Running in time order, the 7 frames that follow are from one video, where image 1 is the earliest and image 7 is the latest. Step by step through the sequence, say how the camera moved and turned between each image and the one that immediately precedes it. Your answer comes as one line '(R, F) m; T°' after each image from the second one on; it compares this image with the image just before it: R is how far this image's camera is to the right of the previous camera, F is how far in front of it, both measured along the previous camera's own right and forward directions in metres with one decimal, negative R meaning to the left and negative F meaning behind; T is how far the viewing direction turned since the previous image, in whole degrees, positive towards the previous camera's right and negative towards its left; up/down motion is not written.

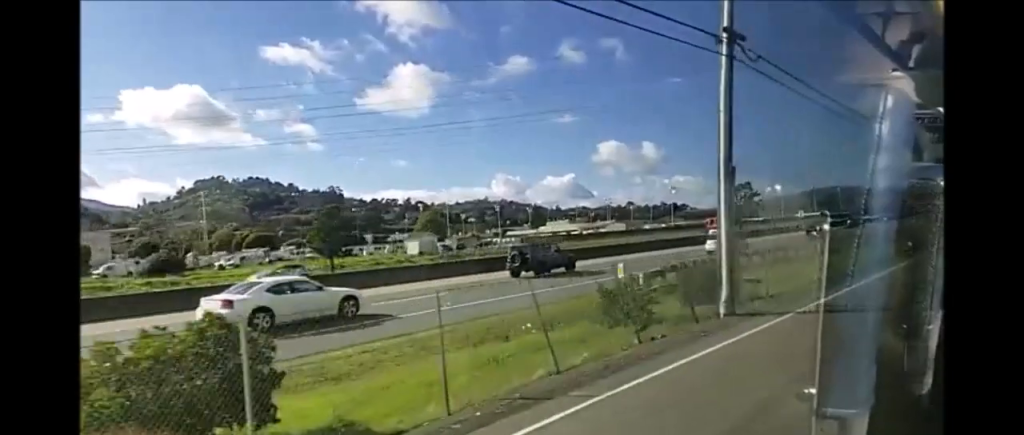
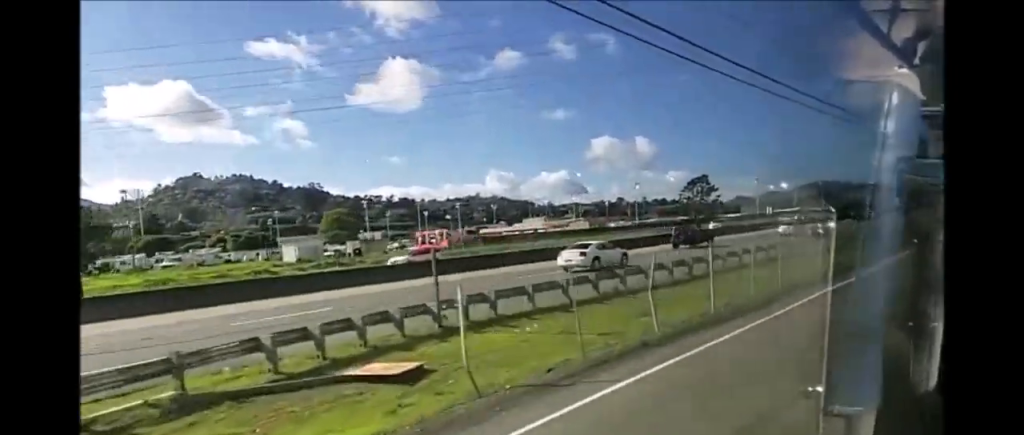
(+1.0, +20.0) m; +4°
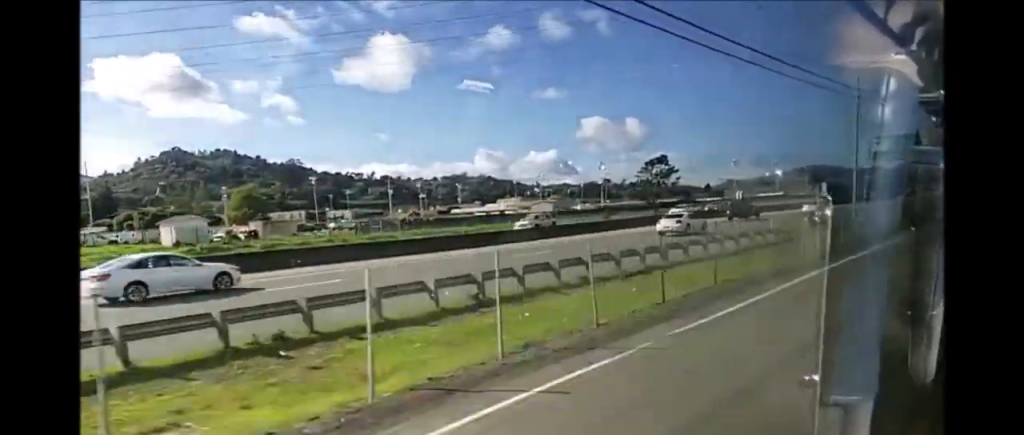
(+0.1, +13.9) m; -1°
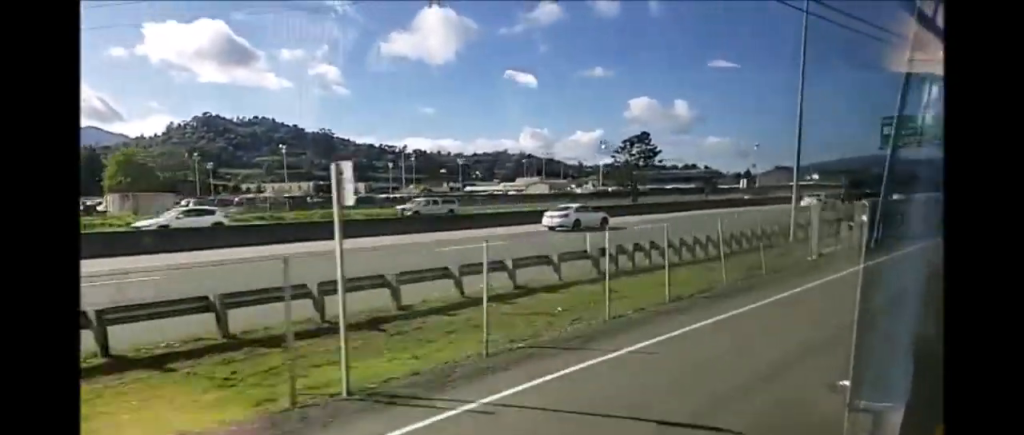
(-0.6, +22.1) m; 0°
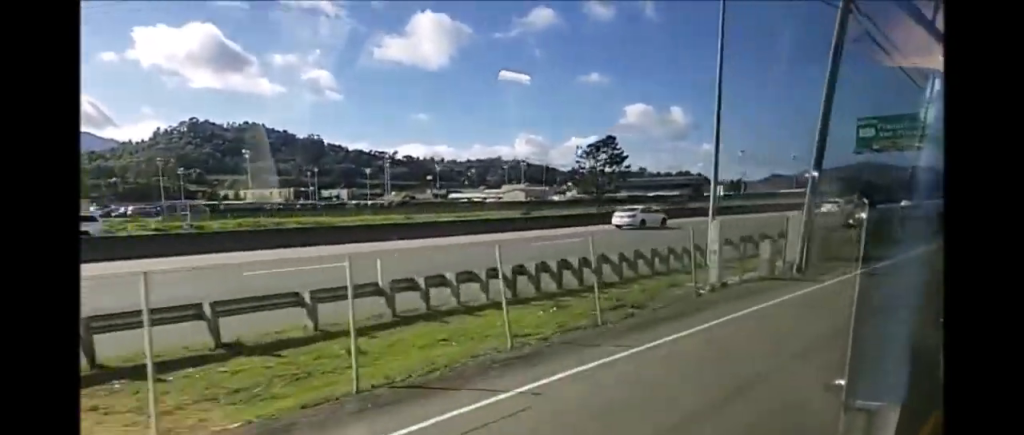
(+0.1, +8.2) m; 0°
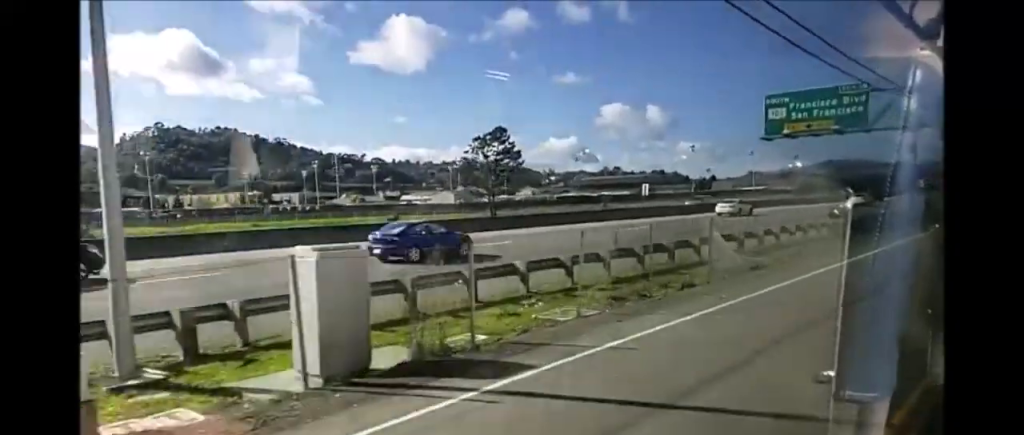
(+0.1, +20.2) m; 0°
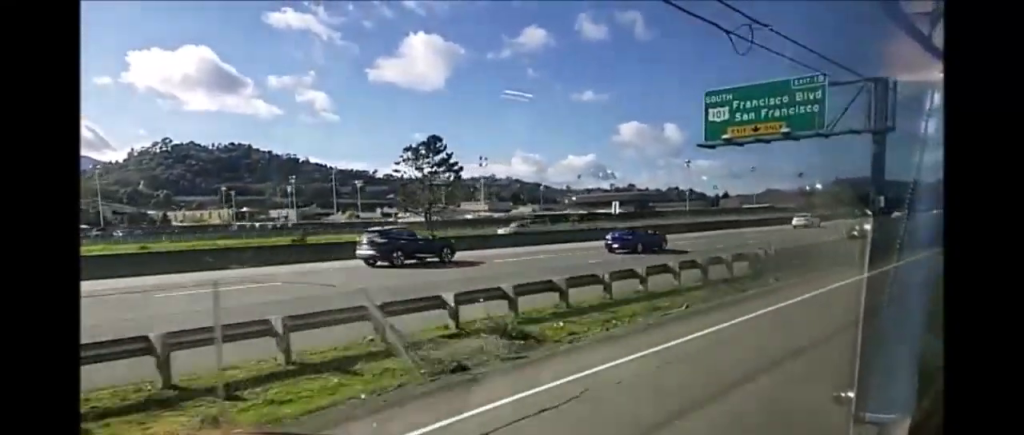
(0.0, +14.0) m; +1°
